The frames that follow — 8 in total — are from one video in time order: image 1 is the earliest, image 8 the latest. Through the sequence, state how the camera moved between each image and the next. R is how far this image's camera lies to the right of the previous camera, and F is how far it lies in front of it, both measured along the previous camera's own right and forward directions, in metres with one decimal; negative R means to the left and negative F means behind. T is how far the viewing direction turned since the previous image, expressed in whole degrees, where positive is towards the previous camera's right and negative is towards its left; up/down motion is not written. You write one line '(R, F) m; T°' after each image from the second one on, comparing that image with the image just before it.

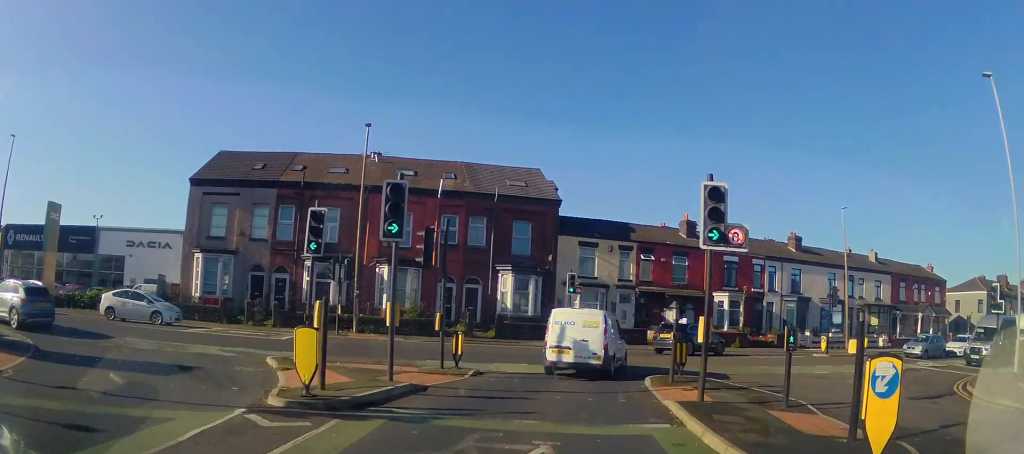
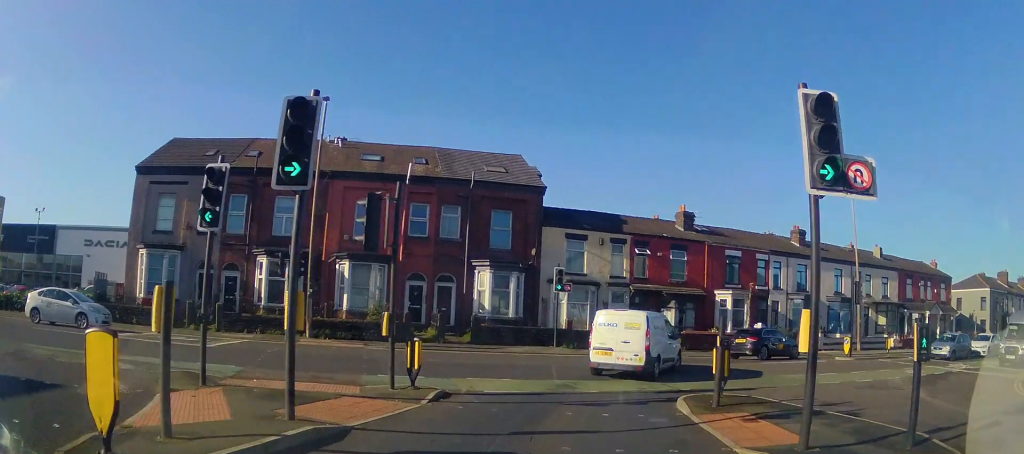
(+0.2, +4.0) m; +1°
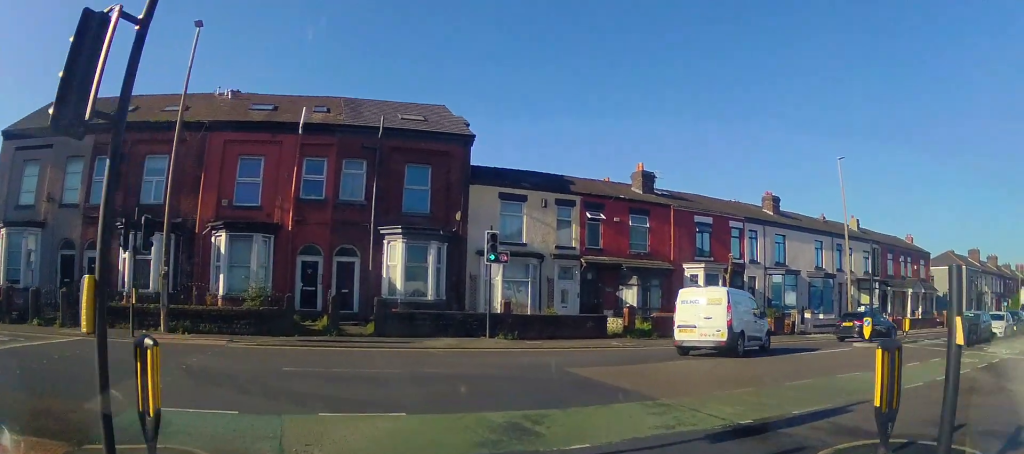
(0.0, +6.7) m; +5°
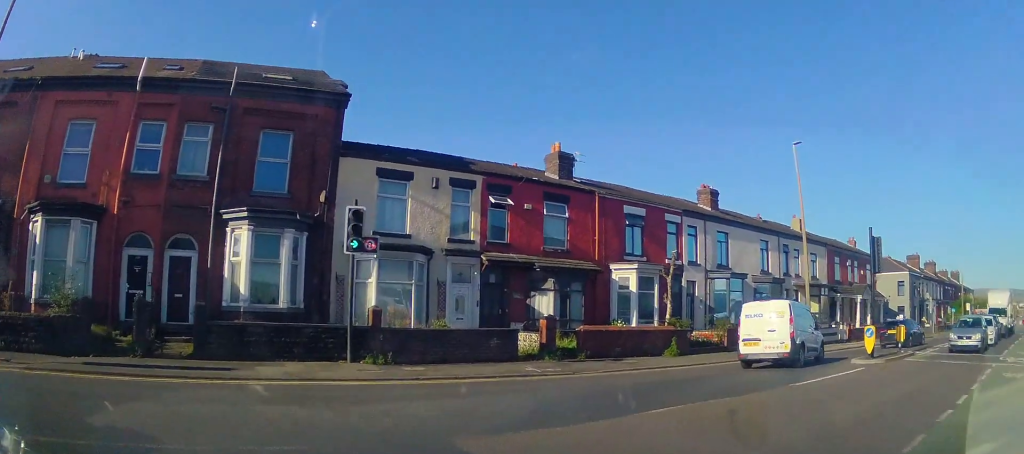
(+0.6, +5.7) m; +14°
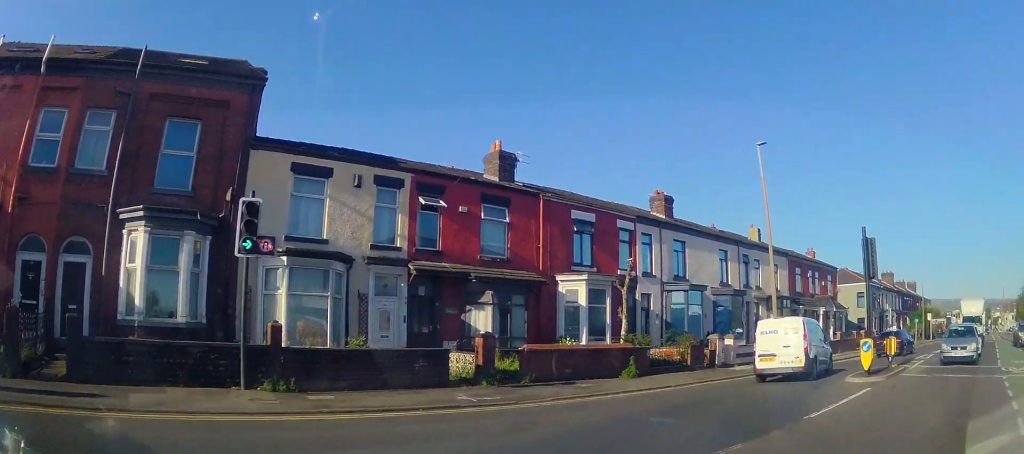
(+0.2, +2.8) m; +8°
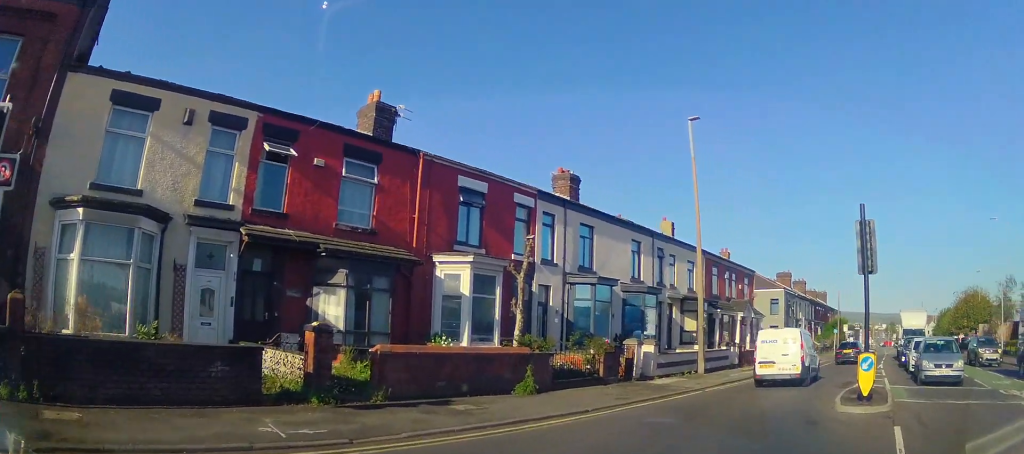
(+0.3, +4.4) m; +10°
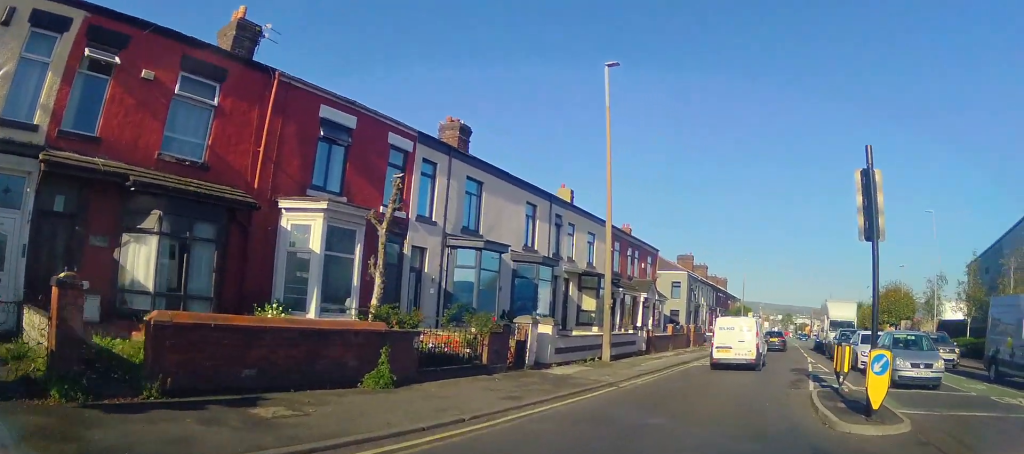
(+0.3, +3.6) m; +10°
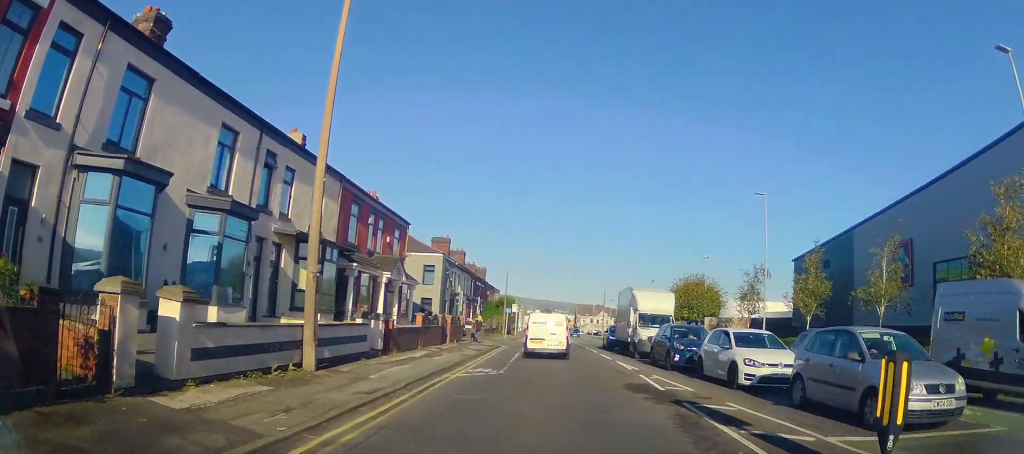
(+1.3, +7.5) m; +20°
